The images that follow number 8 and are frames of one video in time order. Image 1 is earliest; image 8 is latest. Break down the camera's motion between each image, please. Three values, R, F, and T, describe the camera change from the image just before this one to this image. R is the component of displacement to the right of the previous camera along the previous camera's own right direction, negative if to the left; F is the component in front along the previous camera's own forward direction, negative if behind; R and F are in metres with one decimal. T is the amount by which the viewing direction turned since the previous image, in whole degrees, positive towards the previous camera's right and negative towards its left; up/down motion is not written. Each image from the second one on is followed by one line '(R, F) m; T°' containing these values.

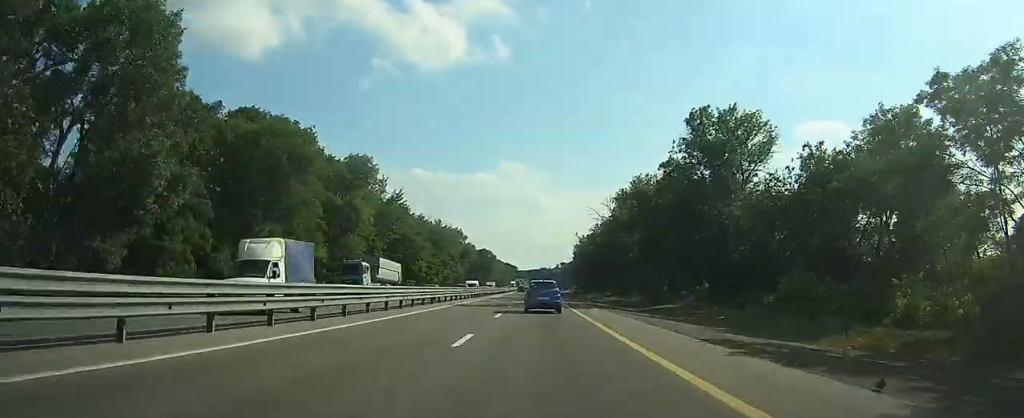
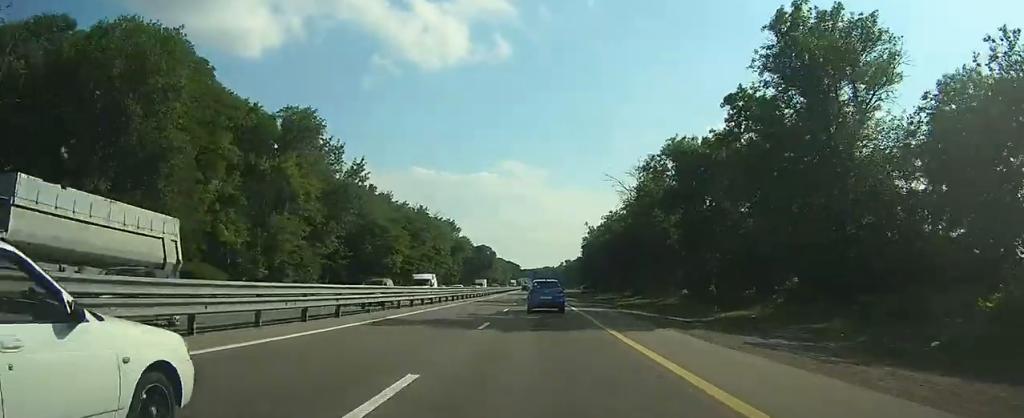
(+1.6, +18.4) m; +4°
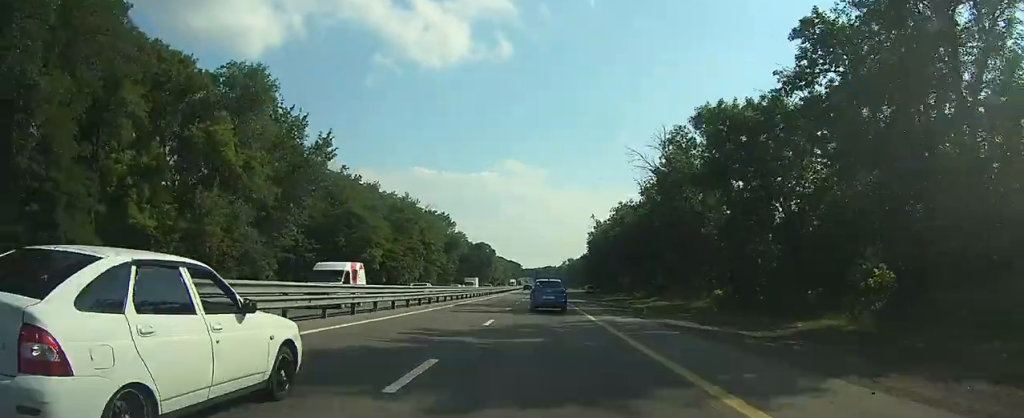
(+0.1, +9.9) m; 0°
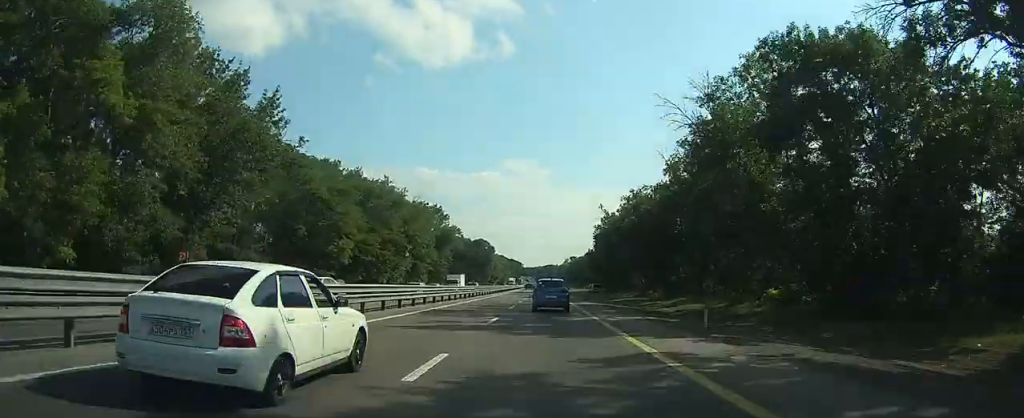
(-0.2, +10.4) m; -2°
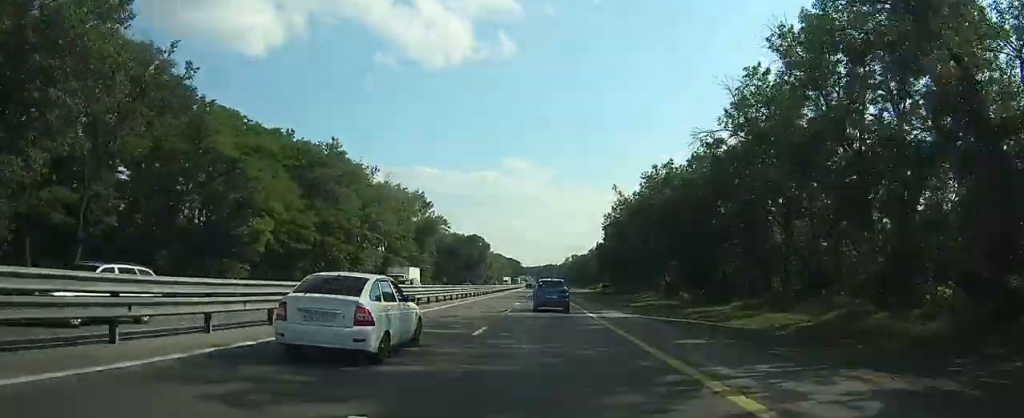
(-0.5, +16.1) m; -2°
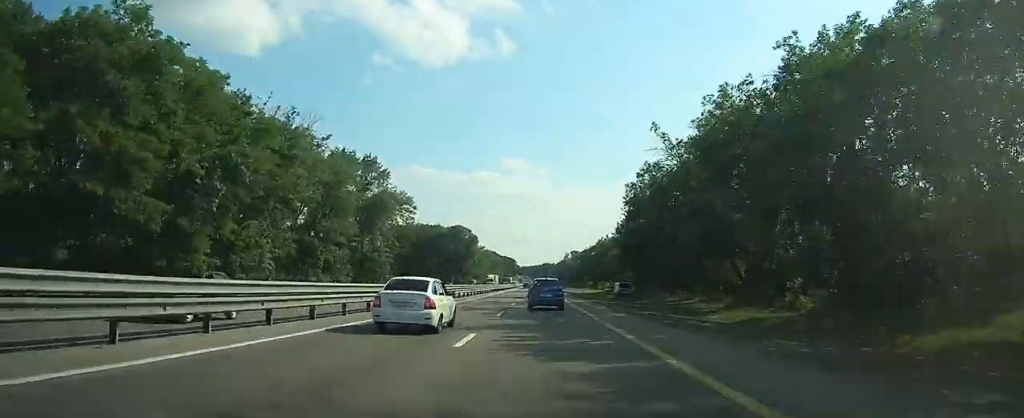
(-0.2, +25.9) m; 0°
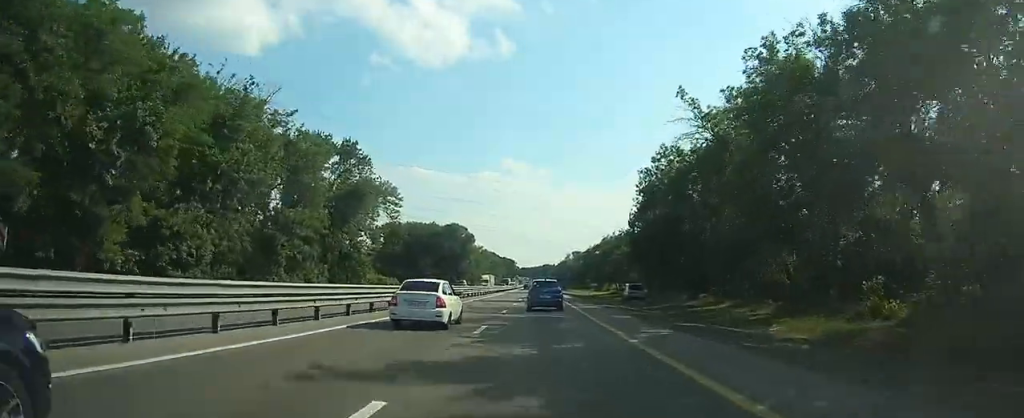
(0.0, +8.3) m; 0°
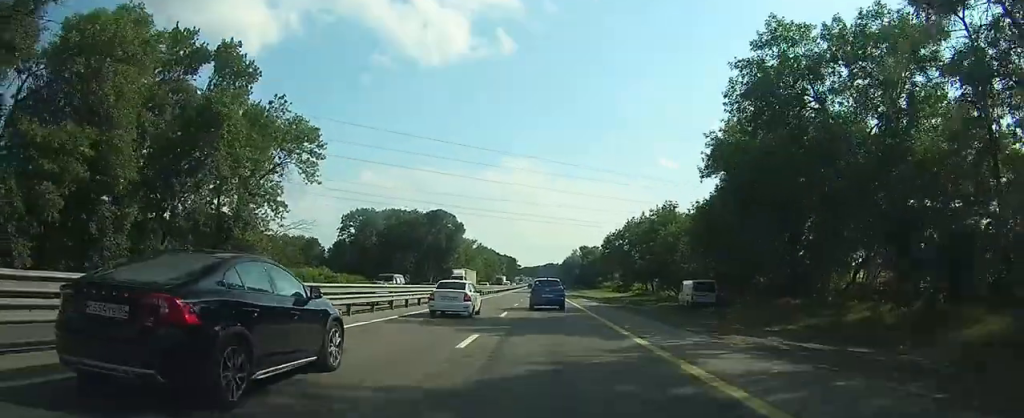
(0.0, +26.5) m; 0°
